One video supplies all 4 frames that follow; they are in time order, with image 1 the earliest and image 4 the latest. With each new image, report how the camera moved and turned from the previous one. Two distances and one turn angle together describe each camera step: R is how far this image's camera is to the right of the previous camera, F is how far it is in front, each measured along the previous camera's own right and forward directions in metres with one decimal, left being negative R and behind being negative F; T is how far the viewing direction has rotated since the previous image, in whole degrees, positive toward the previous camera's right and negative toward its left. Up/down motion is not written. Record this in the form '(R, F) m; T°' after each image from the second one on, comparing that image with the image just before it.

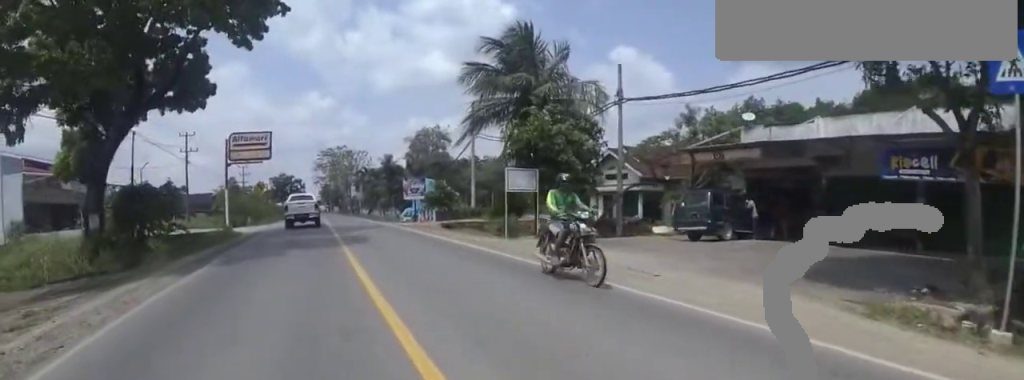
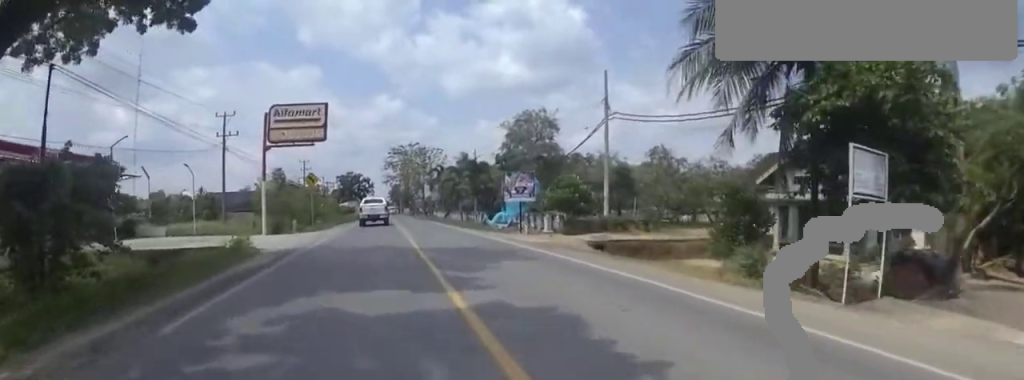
(-2.2, +10.7) m; -7°
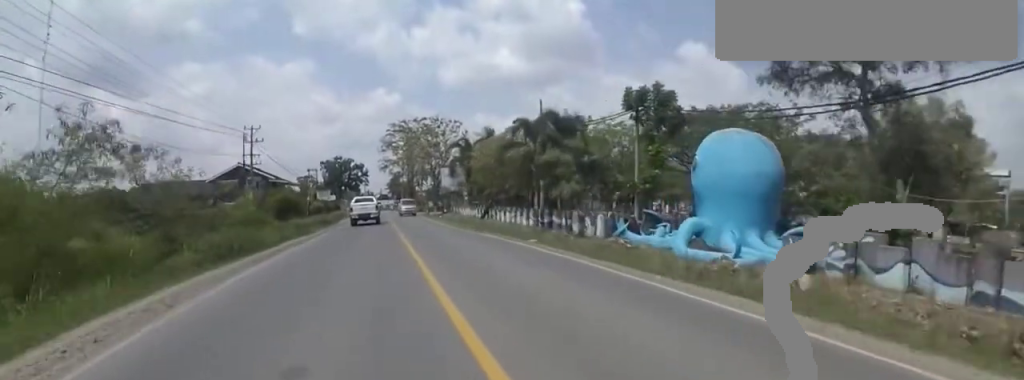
(+2.5, +30.5) m; -2°
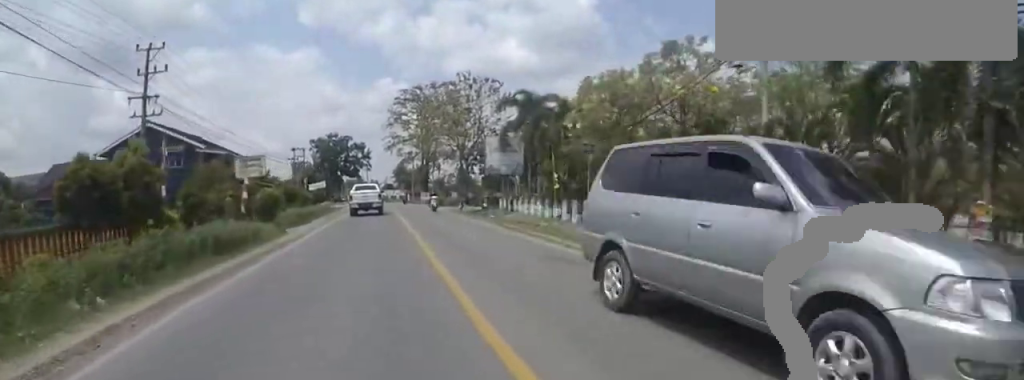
(0.0, +24.8) m; +5°
